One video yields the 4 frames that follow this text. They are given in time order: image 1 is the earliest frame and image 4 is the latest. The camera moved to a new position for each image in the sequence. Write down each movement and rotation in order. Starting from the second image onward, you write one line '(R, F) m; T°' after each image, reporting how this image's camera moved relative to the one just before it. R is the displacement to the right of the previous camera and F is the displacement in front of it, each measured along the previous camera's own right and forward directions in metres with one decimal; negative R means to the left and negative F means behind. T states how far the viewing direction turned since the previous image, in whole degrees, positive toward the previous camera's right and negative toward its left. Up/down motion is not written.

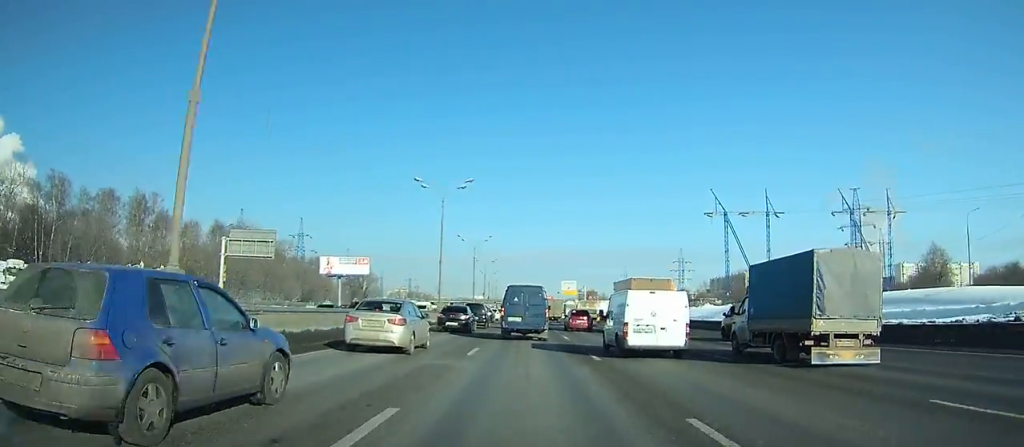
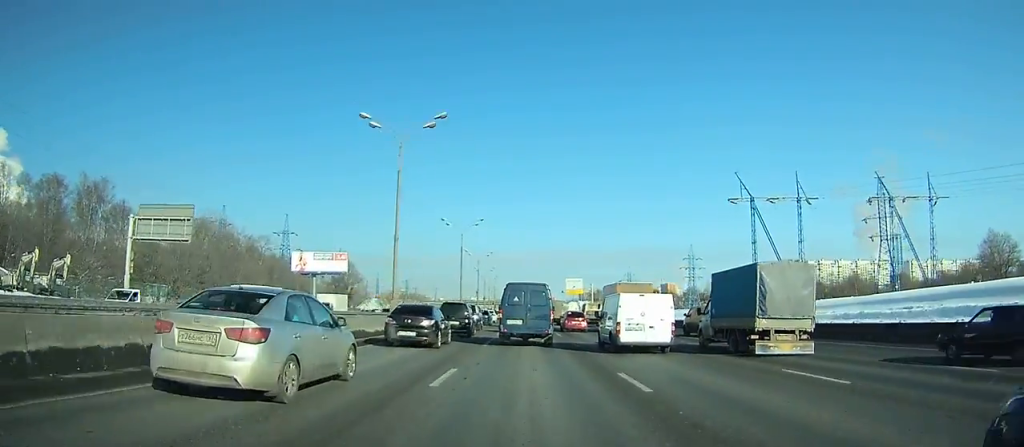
(-0.2, +19.6) m; 0°
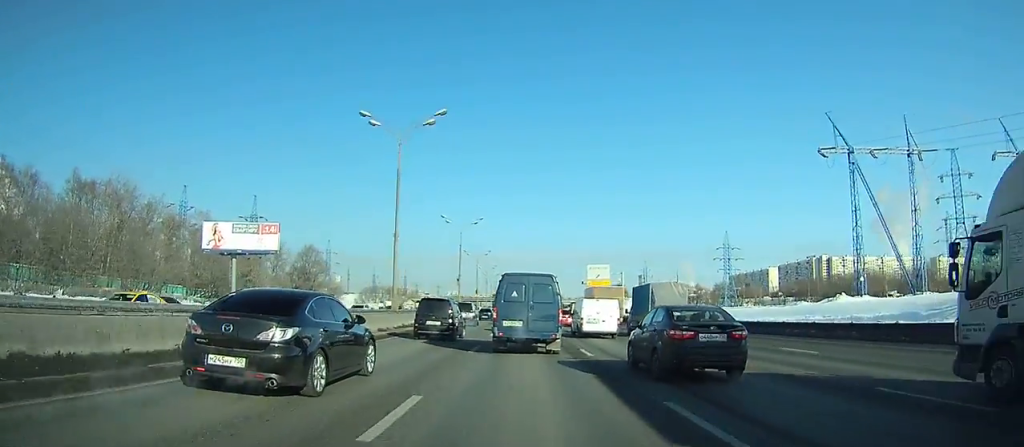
(+0.1, +39.0) m; -1°
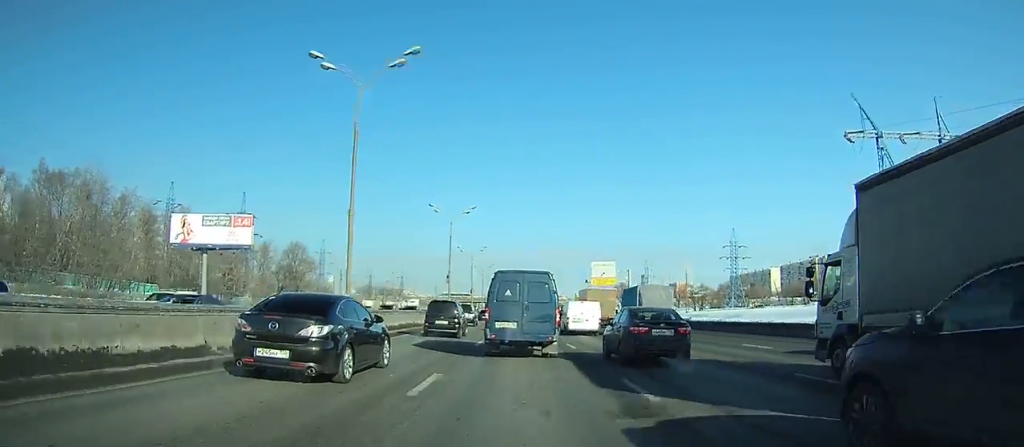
(0.0, +7.9) m; 0°
